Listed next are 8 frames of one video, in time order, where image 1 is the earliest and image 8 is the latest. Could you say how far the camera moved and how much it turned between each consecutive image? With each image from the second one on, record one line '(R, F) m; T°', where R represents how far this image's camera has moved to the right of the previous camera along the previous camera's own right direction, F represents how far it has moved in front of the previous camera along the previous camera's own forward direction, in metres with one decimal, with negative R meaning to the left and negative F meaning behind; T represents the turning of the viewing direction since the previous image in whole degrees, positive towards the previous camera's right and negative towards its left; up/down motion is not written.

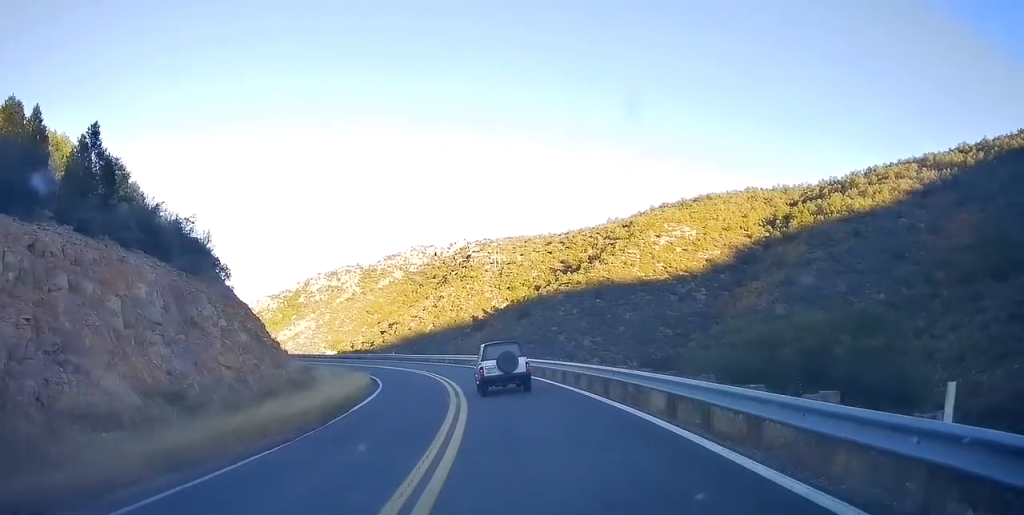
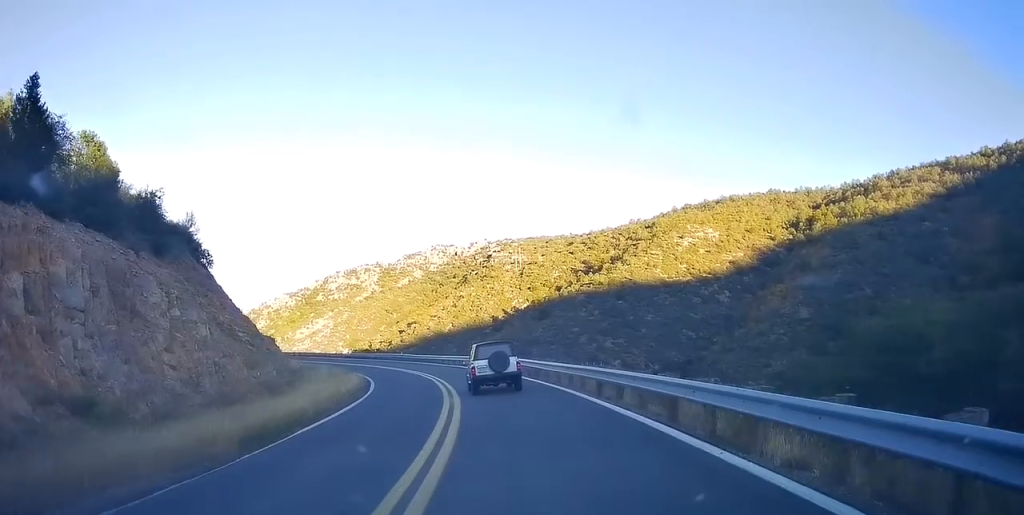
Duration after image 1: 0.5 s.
(+0.1, +5.9) m; -3°
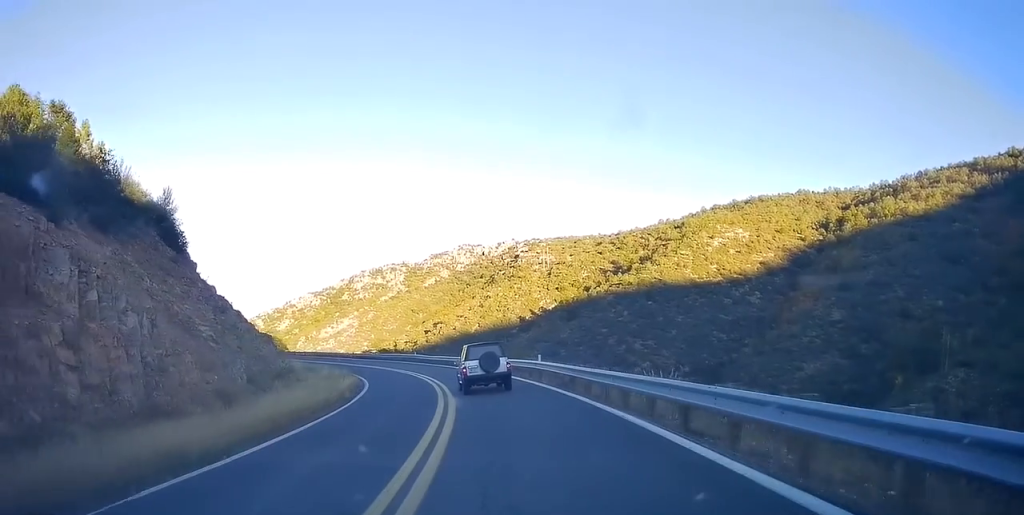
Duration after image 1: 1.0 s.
(-0.4, +6.8) m; -3°
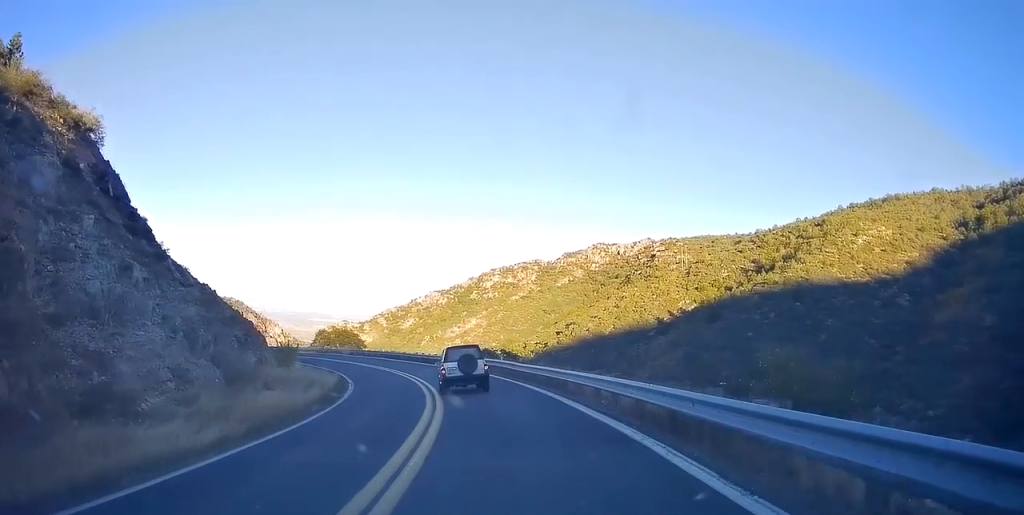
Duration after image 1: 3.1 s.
(-2.5, +27.8) m; -11°
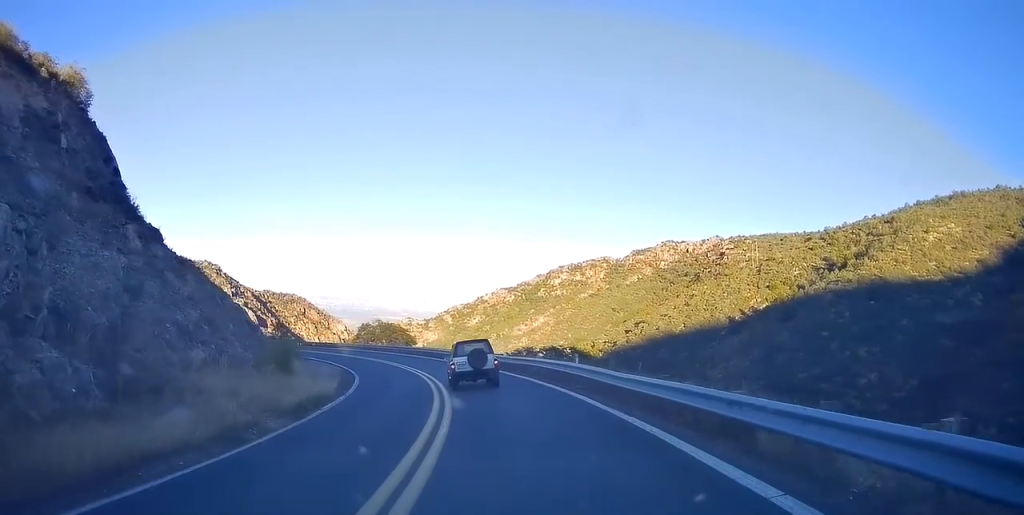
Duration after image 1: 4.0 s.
(-0.7, +11.7) m; -7°
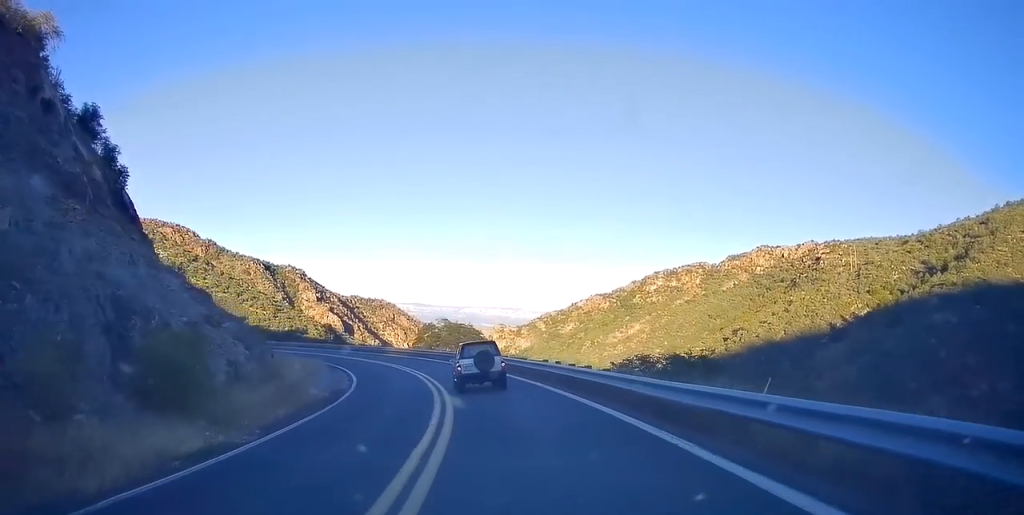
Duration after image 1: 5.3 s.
(-1.7, +18.2) m; -8°
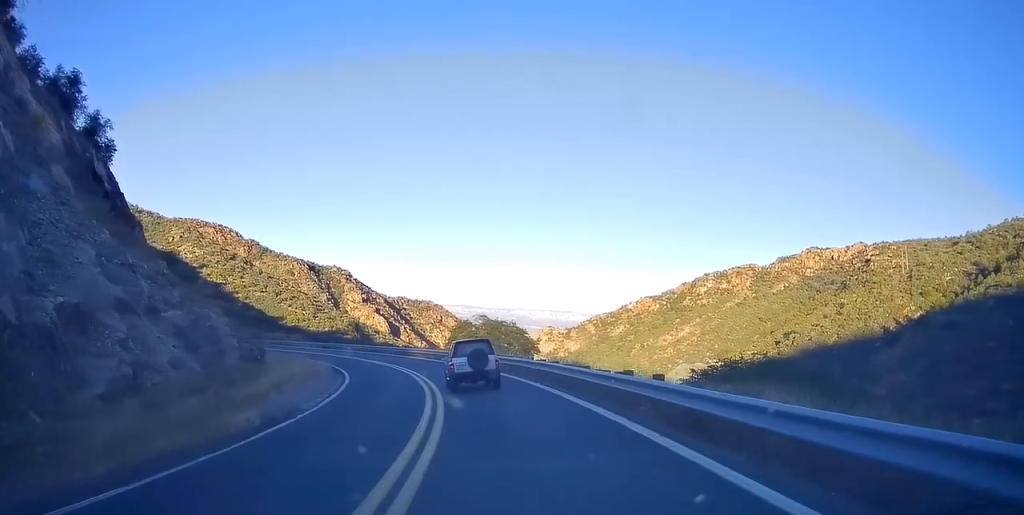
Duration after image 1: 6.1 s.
(-0.2, +10.1) m; -4°
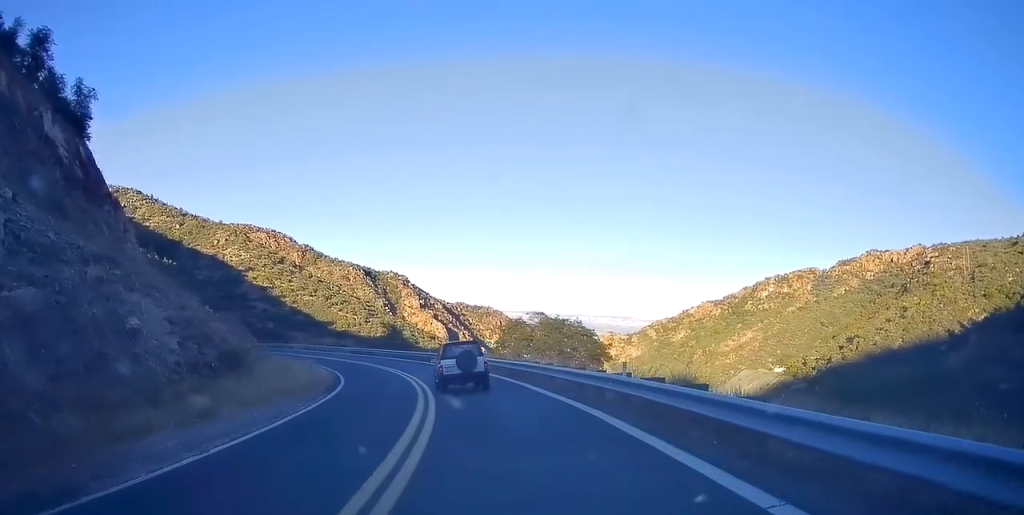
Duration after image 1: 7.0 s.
(-0.4, +11.7) m; -6°
